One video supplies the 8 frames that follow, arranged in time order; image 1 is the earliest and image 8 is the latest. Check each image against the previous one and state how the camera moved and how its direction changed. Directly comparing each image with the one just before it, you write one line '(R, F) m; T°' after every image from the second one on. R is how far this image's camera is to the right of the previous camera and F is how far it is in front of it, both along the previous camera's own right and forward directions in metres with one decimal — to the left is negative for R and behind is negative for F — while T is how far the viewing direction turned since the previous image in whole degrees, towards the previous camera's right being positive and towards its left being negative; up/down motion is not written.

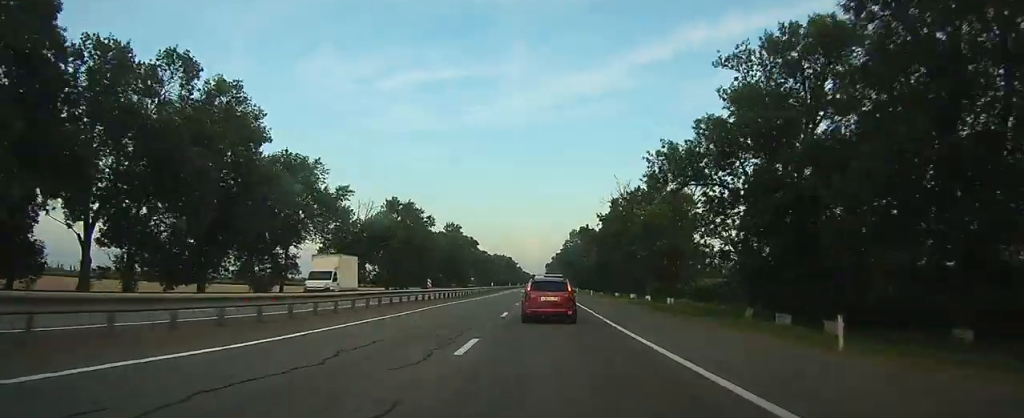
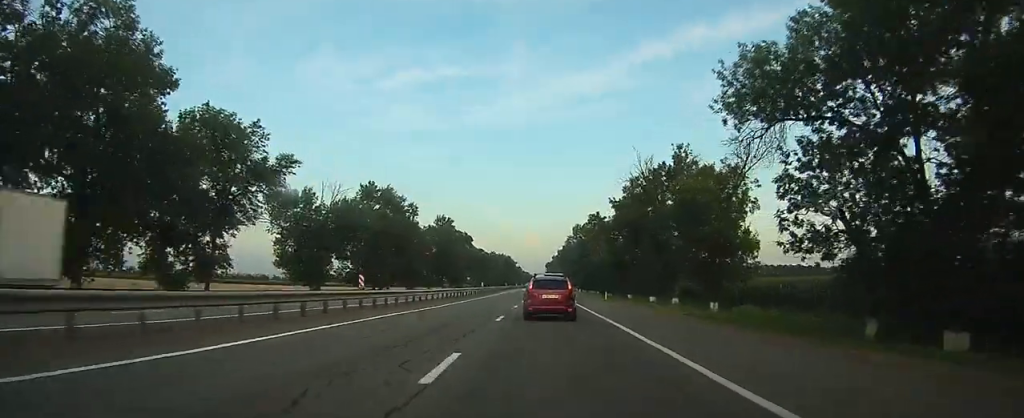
(0.0, +15.4) m; 0°
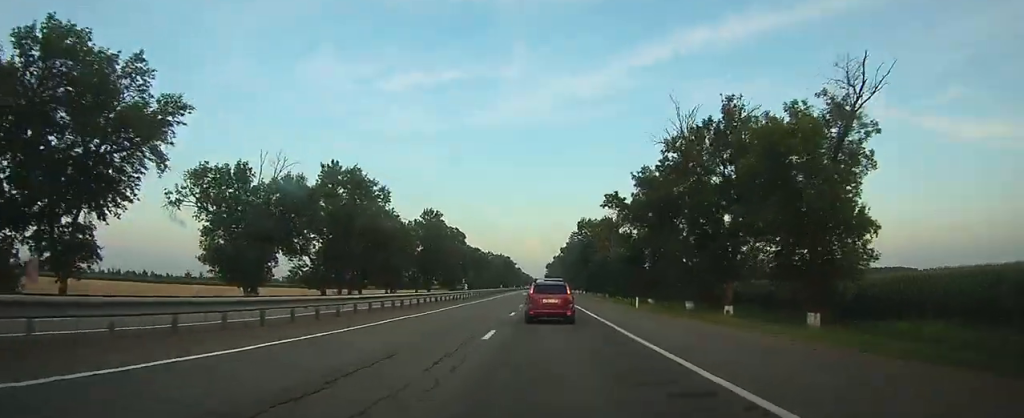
(0.0, +17.3) m; 0°
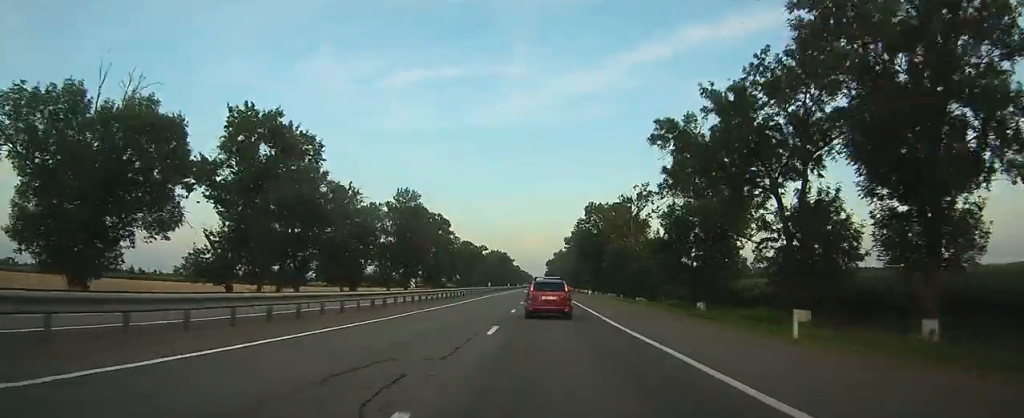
(+0.1, +23.9) m; 0°
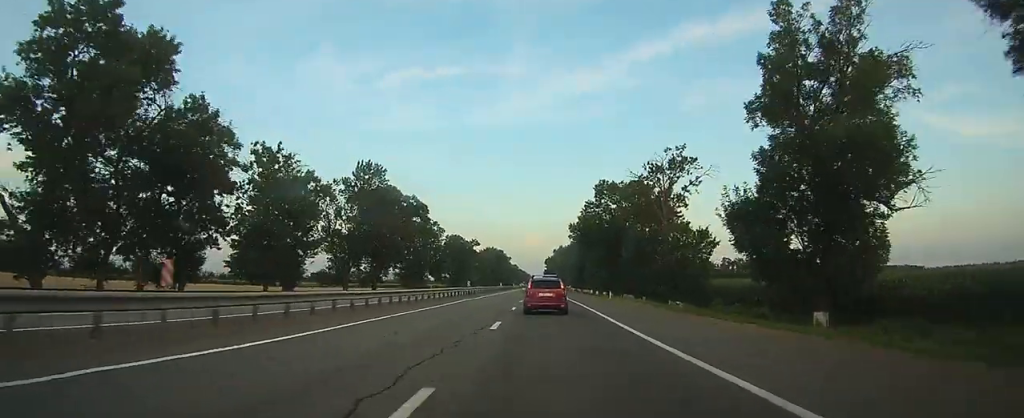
(0.0, +22.9) m; 0°
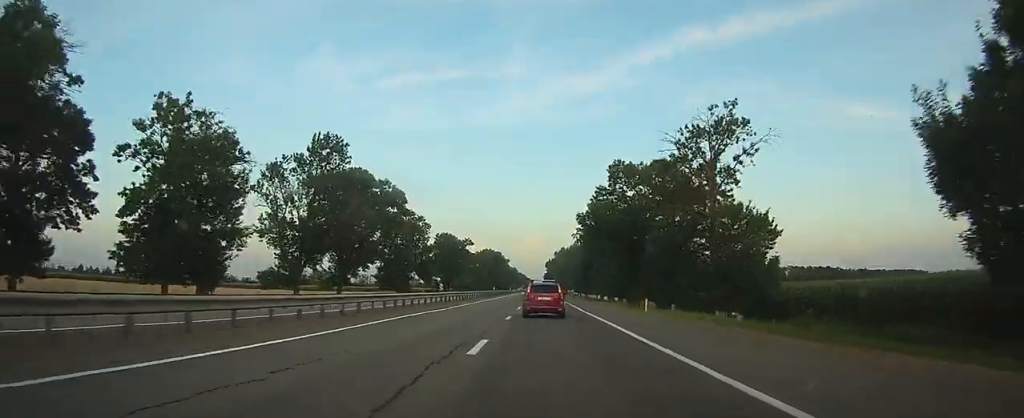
(0.0, +17.2) m; 0°
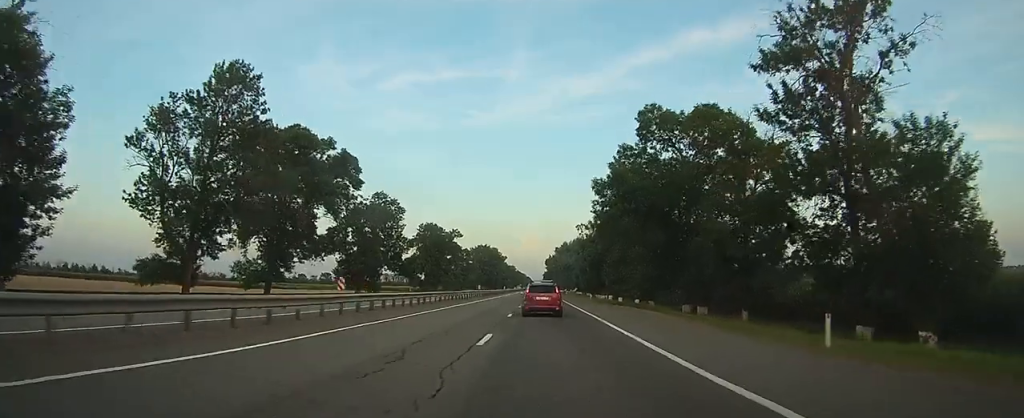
(0.0, +21.9) m; 0°
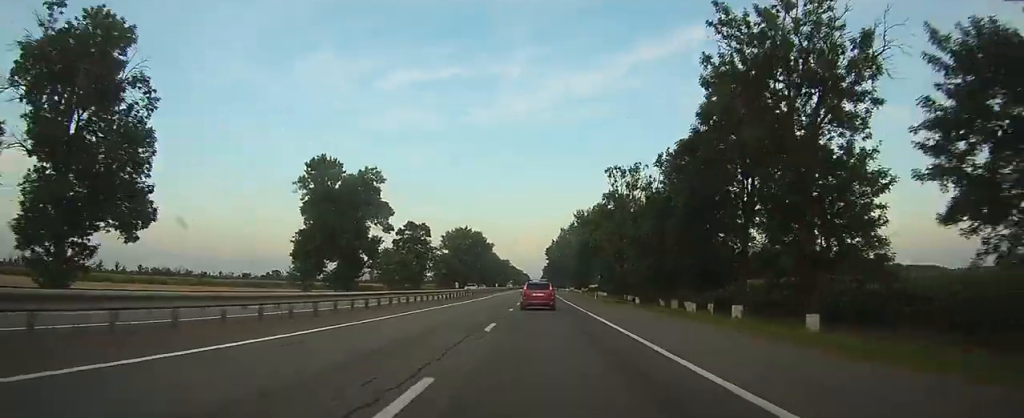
(+0.2, +68.1) m; 0°
